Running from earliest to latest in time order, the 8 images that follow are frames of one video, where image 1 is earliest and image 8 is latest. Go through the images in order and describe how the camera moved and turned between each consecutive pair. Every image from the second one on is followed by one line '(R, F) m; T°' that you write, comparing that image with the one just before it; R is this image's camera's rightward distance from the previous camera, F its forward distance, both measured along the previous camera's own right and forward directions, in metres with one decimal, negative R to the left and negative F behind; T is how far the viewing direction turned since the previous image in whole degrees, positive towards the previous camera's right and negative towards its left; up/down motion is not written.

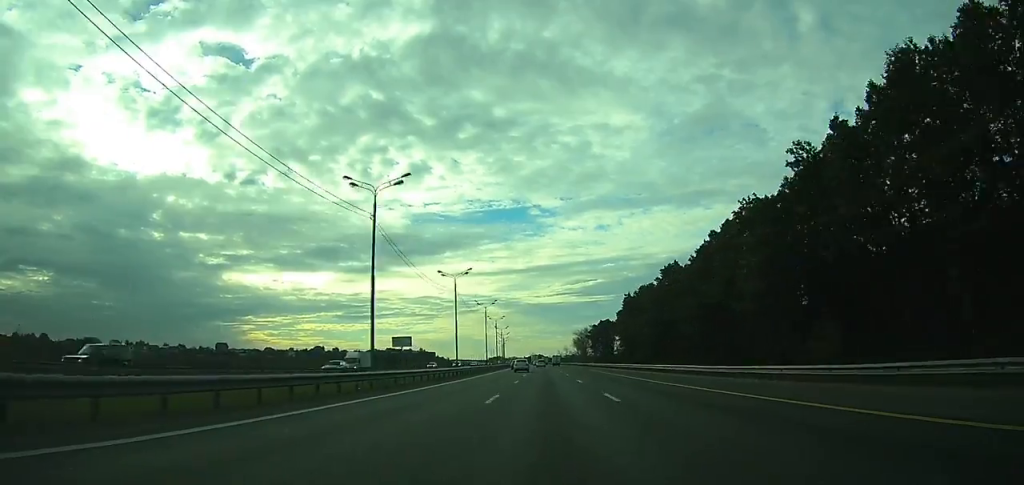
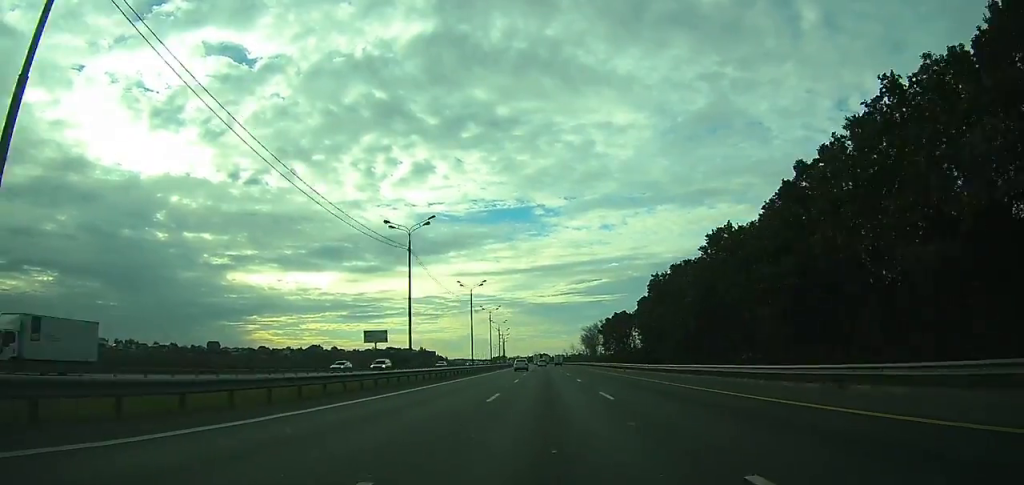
(-0.1, +30.6) m; 0°
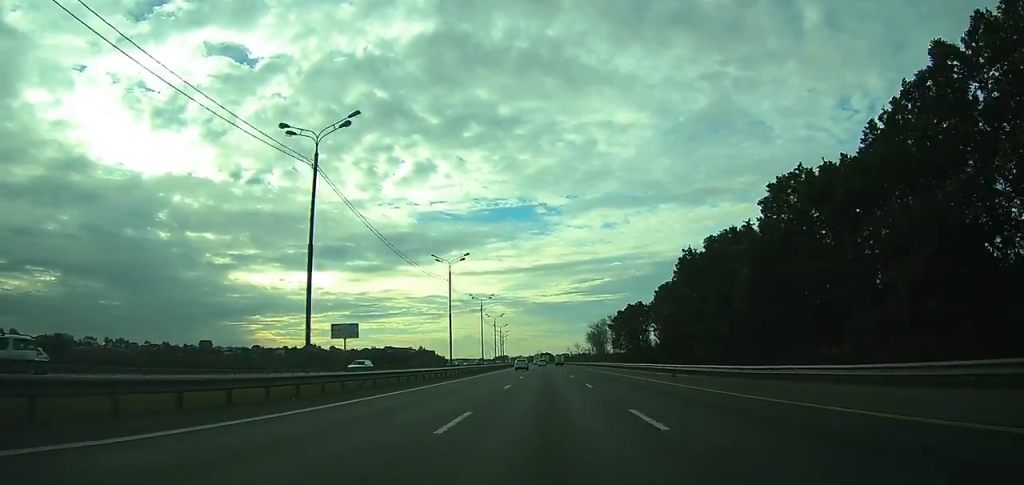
(0.0, +23.8) m; 0°
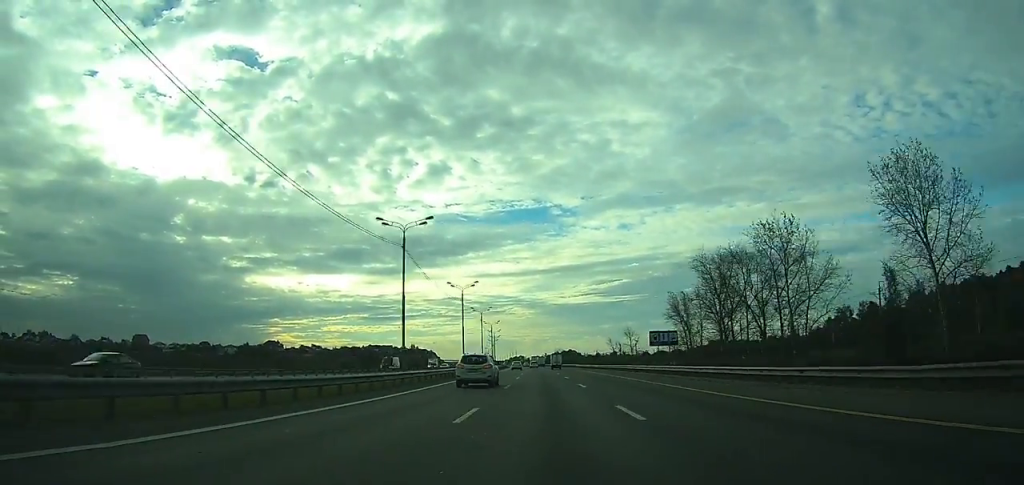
(-1.7, +168.5) m; -1°
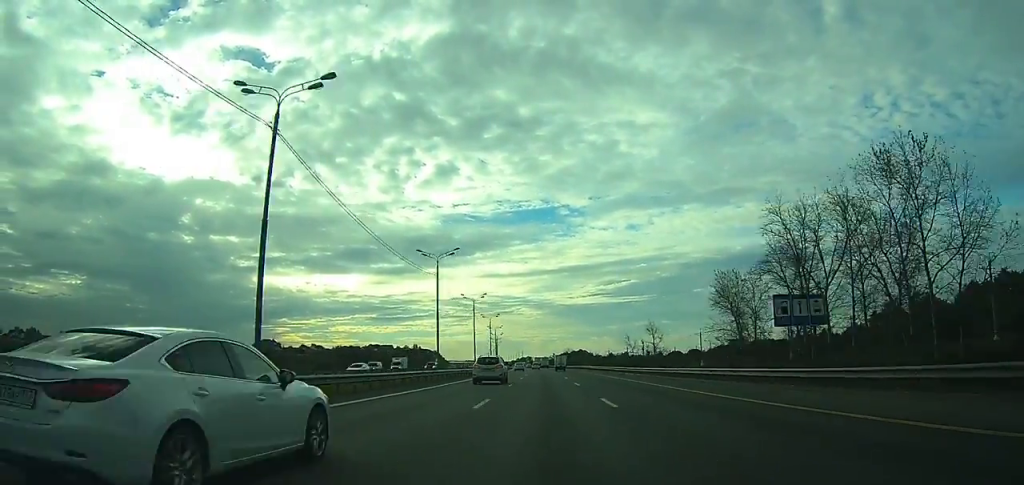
(0.0, +30.5) m; 0°
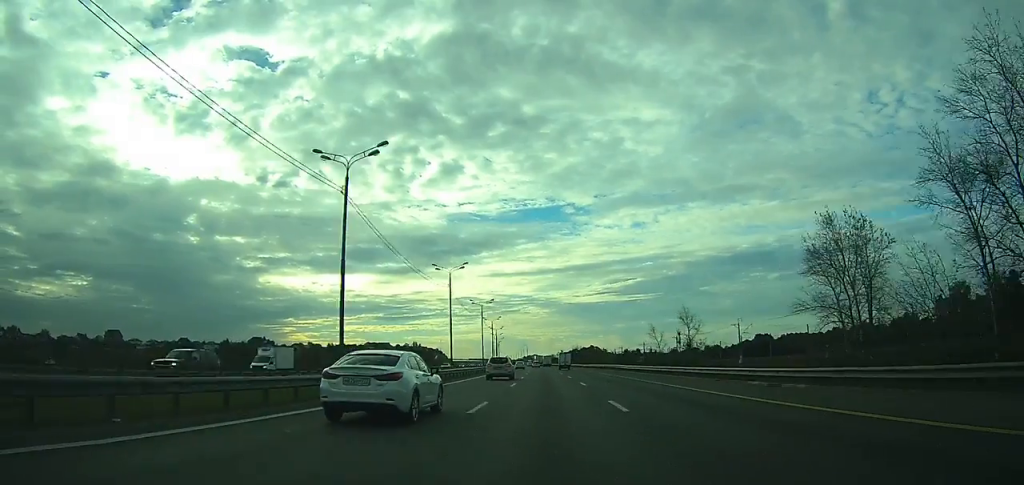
(-0.3, +35.5) m; -1°
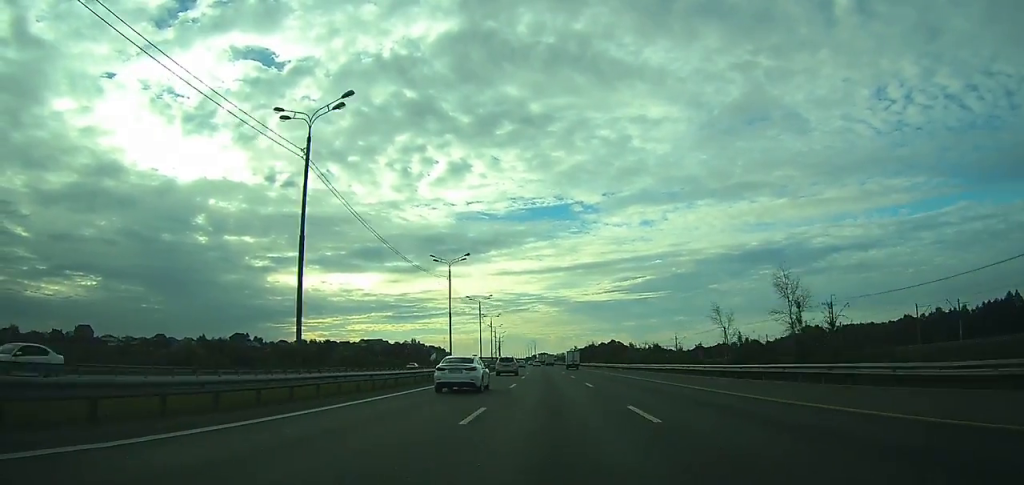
(-0.5, +53.9) m; -1°
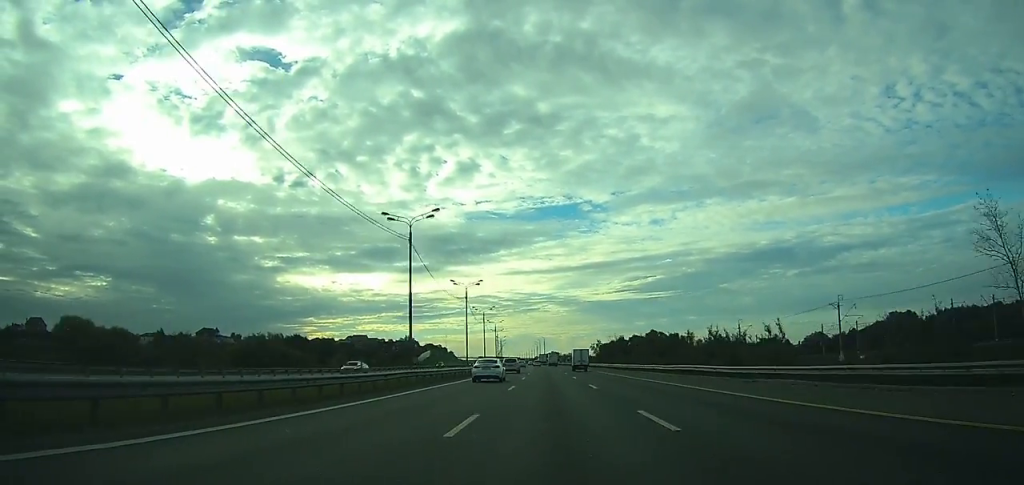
(-0.6, +67.4) m; -1°
